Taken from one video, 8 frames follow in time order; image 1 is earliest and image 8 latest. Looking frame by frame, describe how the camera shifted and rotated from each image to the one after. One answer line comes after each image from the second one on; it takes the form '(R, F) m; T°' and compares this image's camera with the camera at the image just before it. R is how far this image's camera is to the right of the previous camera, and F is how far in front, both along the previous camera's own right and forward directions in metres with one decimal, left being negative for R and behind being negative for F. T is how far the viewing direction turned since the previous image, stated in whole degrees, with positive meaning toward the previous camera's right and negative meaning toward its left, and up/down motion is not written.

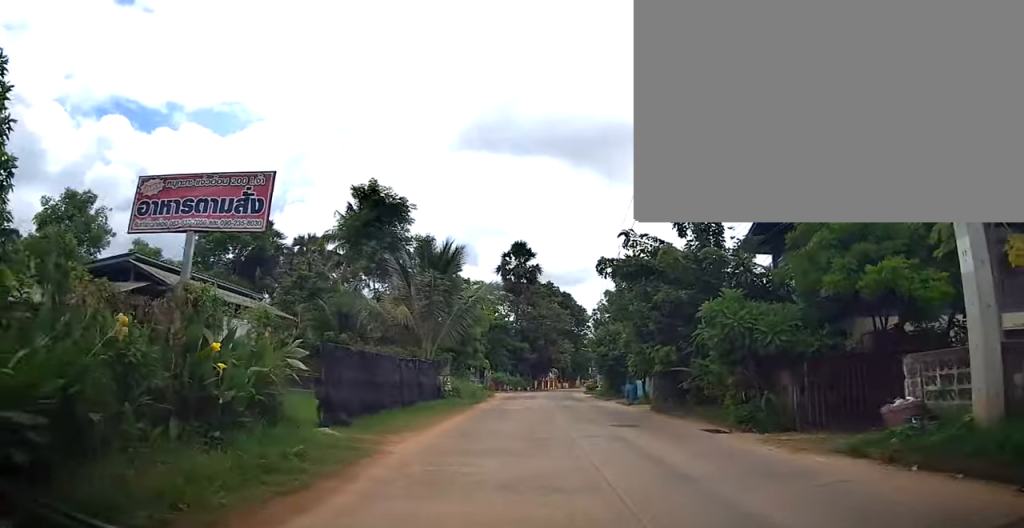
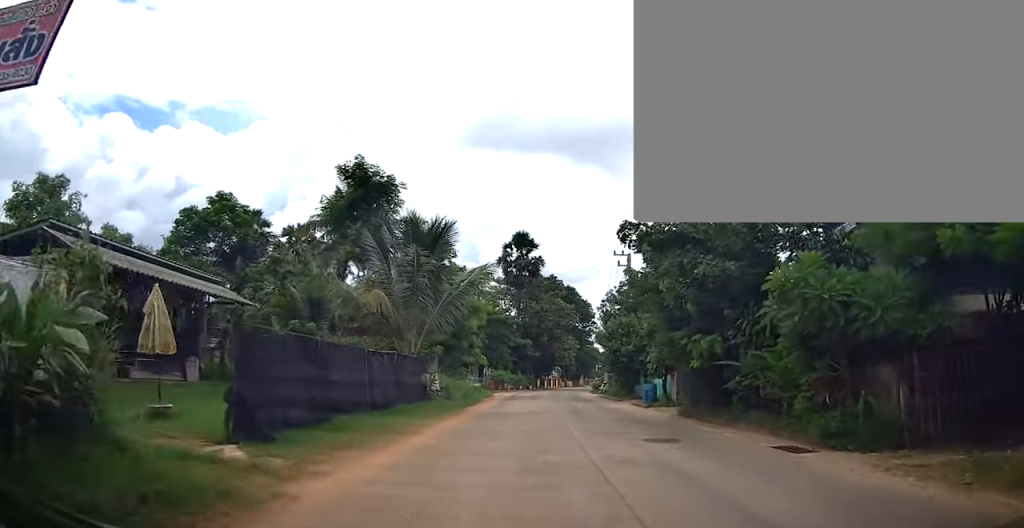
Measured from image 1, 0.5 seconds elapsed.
(-0.1, +4.2) m; 0°
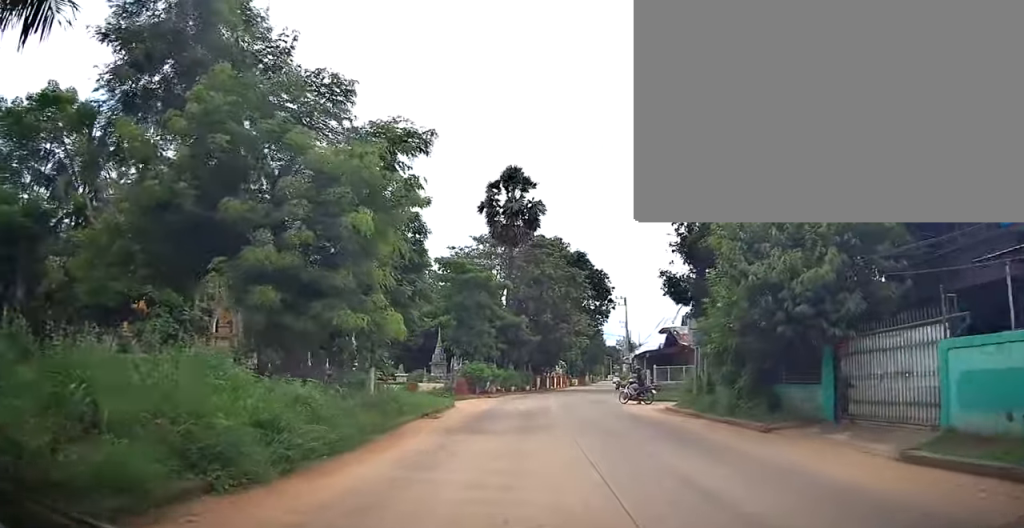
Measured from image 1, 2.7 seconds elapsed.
(-0.3, +21.3) m; -3°
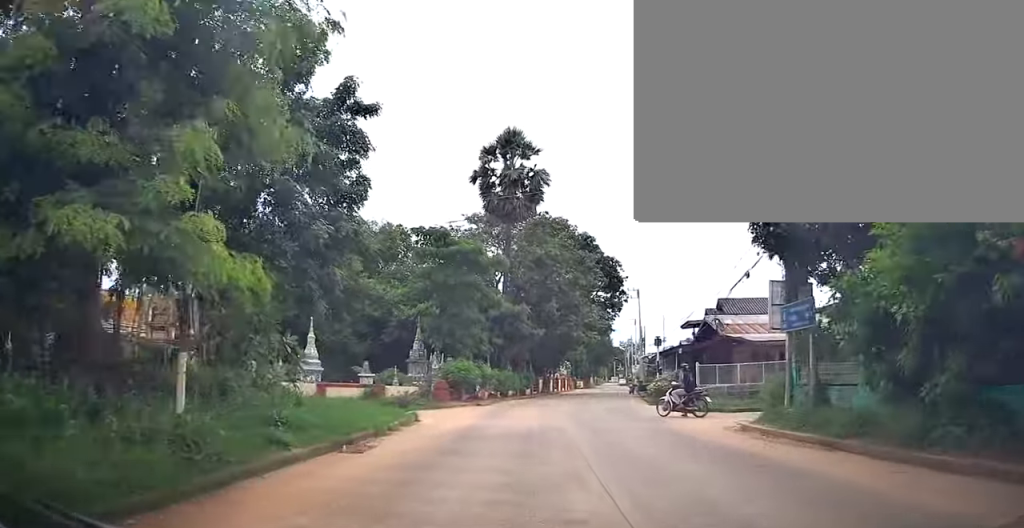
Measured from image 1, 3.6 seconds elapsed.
(0.0, +8.0) m; -1°
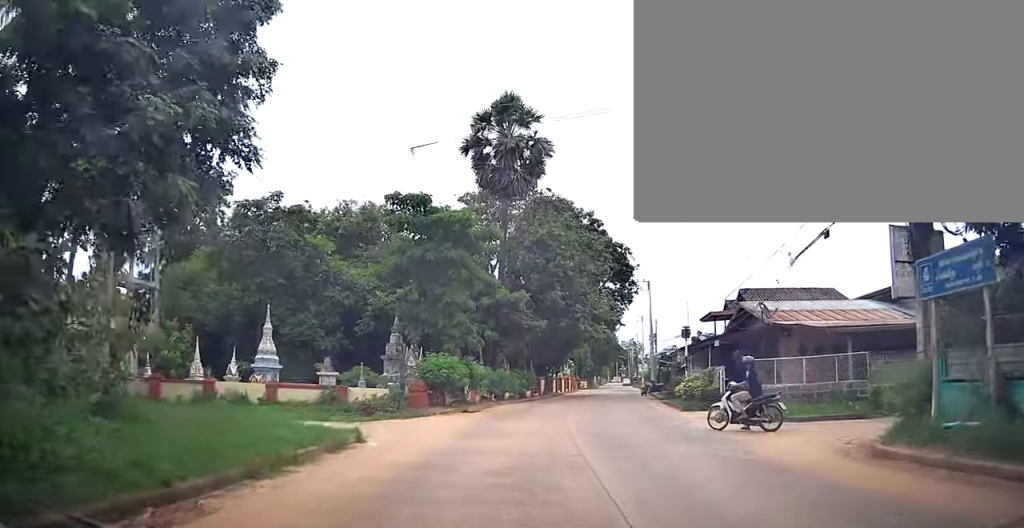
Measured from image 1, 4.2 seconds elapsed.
(0.0, +5.5) m; 0°
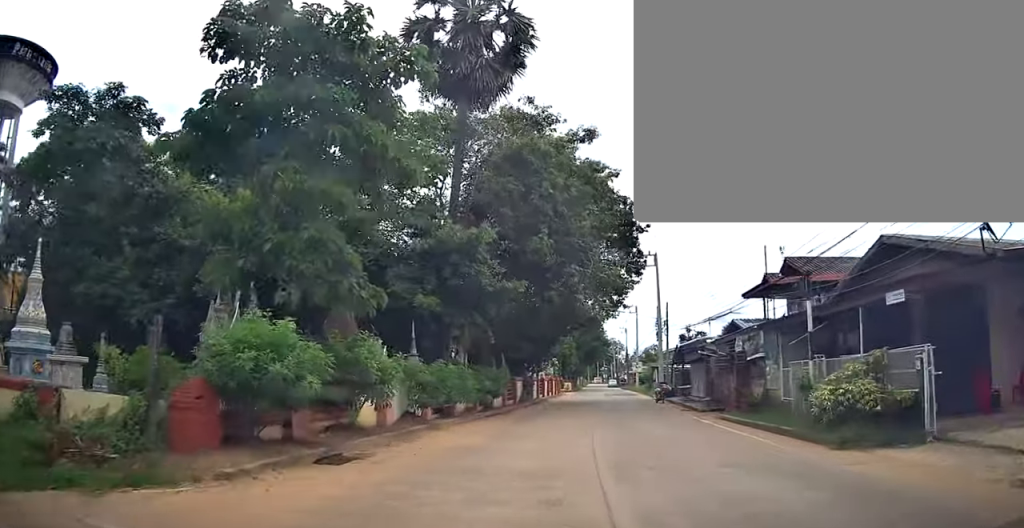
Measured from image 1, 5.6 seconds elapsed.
(+0.1, +12.8) m; 0°
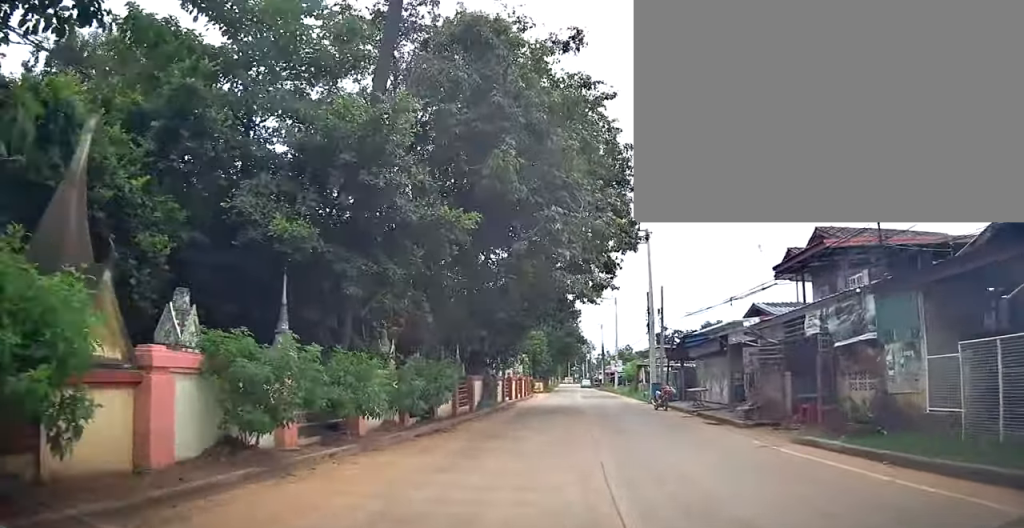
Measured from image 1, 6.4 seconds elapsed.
(-0.1, +7.6) m; +1°
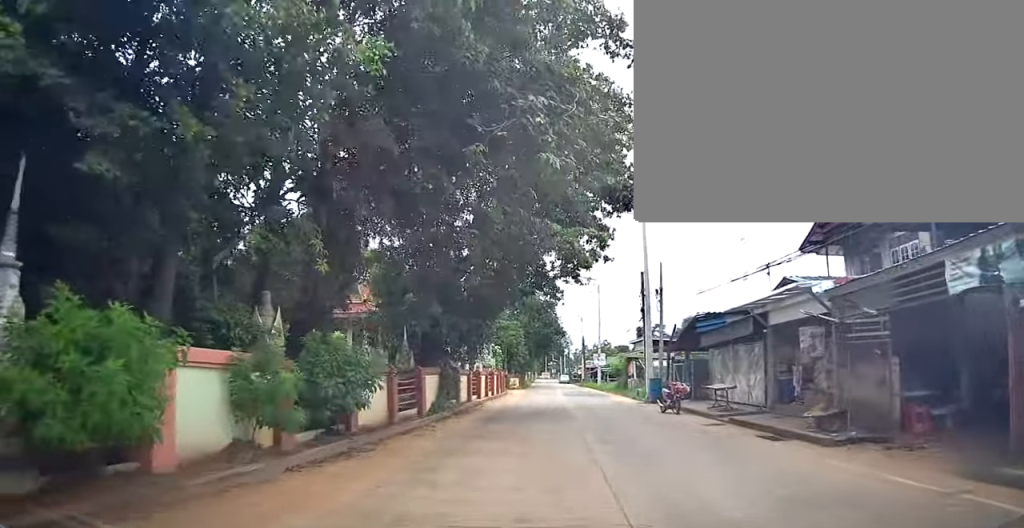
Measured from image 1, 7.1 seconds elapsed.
(0.0, +5.7) m; +1°
